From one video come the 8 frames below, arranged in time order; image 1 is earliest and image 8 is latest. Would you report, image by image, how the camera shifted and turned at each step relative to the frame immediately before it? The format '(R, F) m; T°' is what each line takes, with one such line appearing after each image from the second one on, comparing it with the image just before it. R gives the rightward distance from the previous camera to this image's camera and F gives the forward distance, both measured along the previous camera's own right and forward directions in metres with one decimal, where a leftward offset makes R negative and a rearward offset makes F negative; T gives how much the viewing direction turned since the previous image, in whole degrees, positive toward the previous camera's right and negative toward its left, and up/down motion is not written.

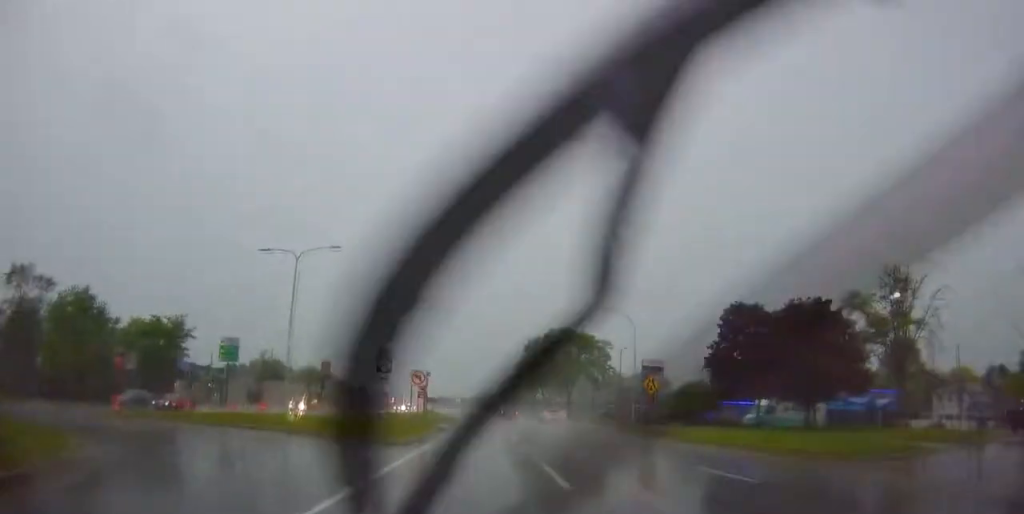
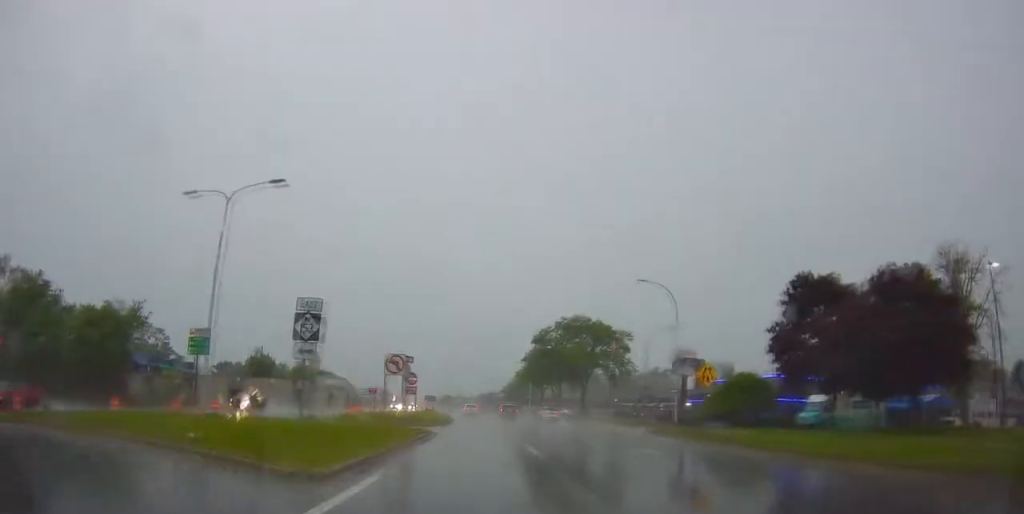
(+0.3, +9.9) m; +1°
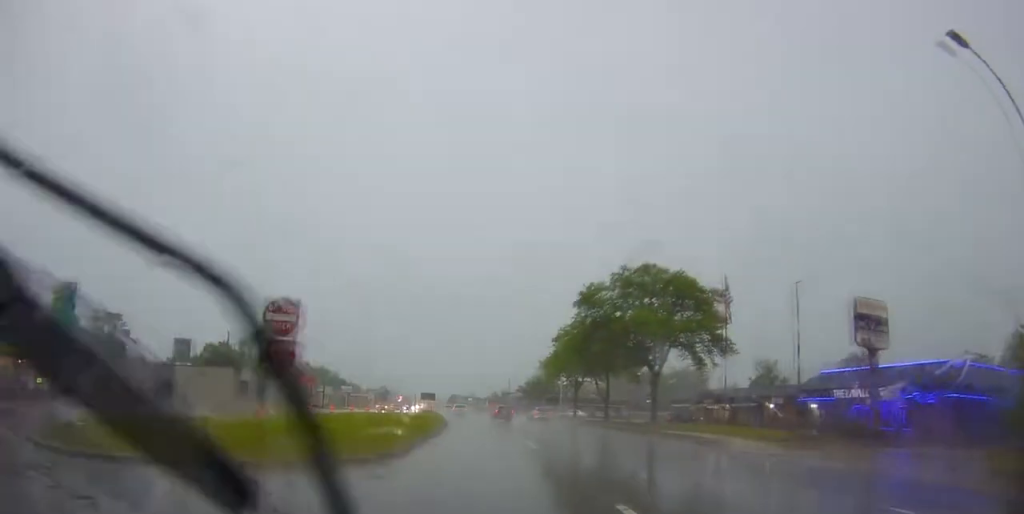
(+0.2, +28.0) m; 0°
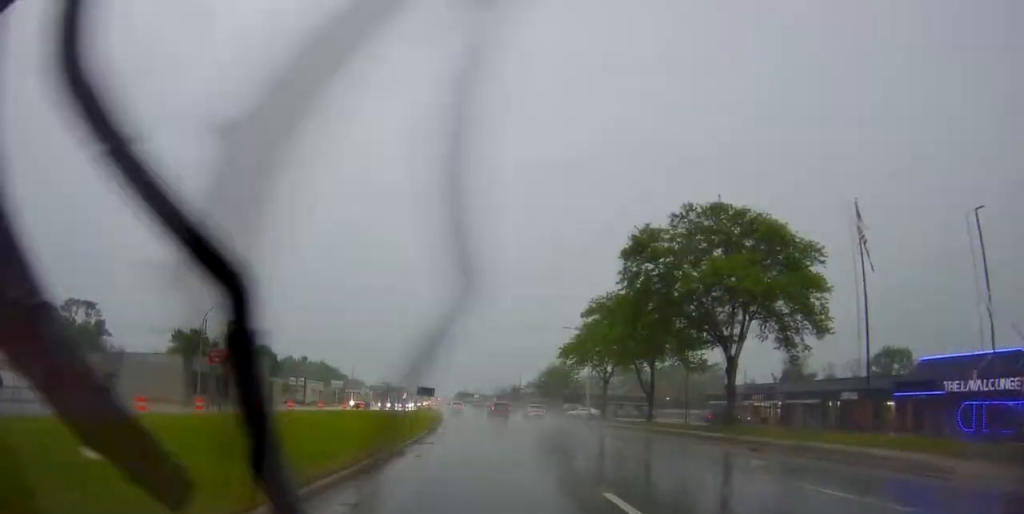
(0.0, +14.2) m; -1°
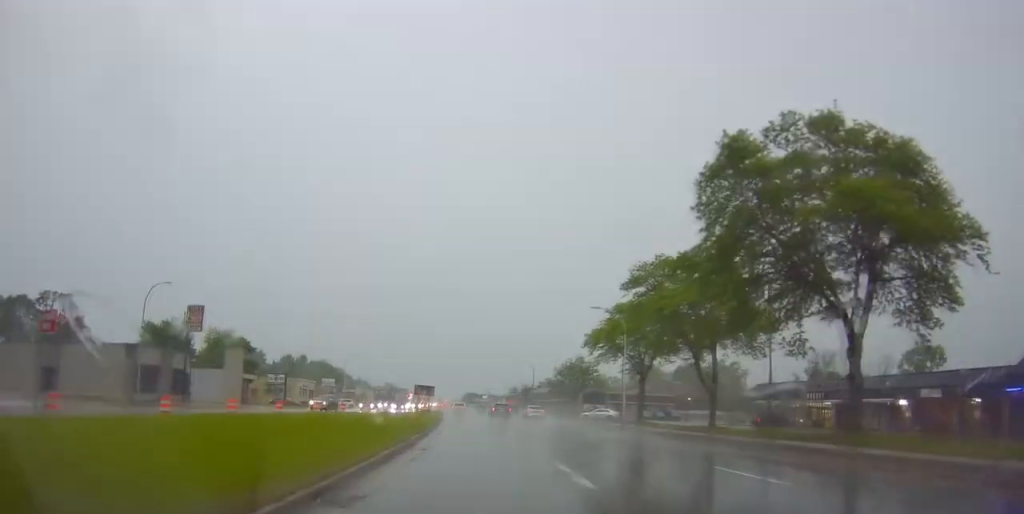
(+0.1, +11.8) m; -2°
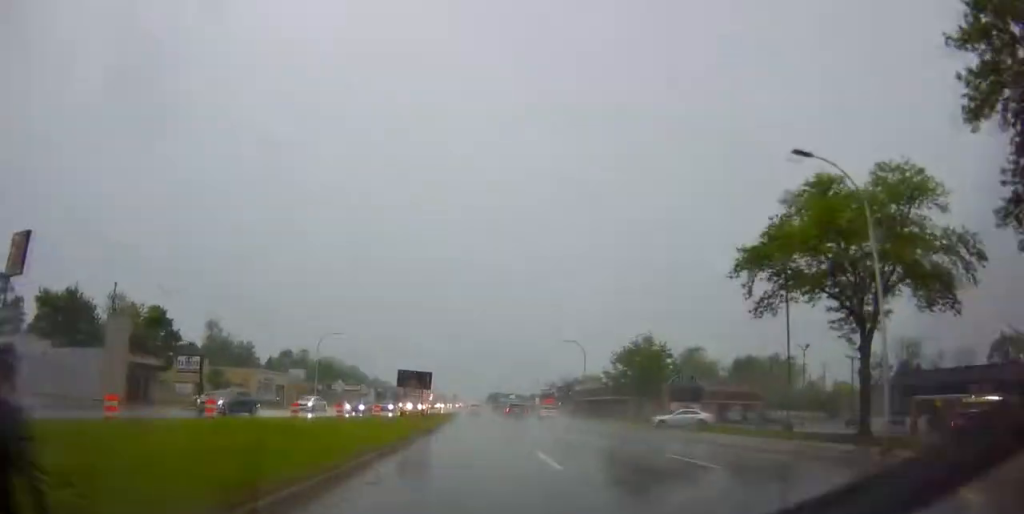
(-1.2, +28.8) m; -1°
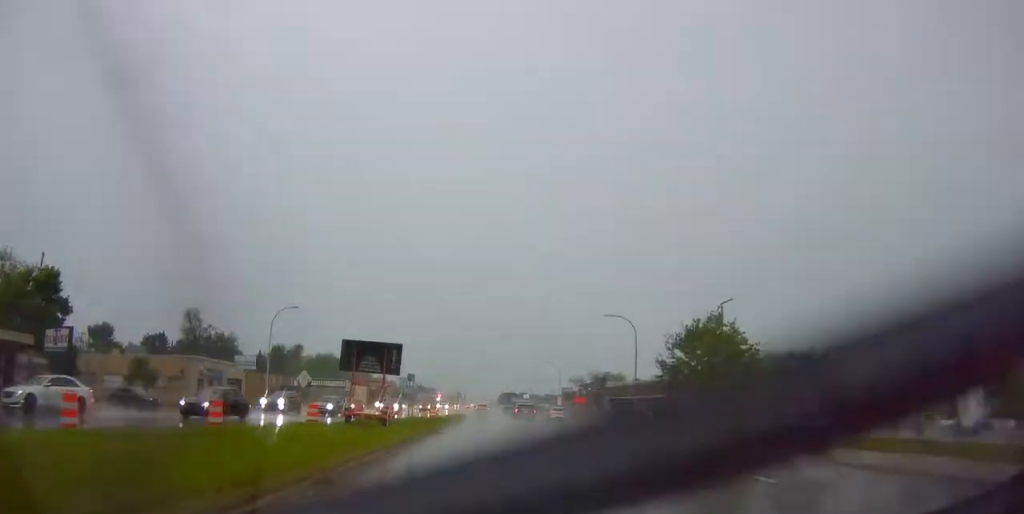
(+0.3, +18.7) m; 0°
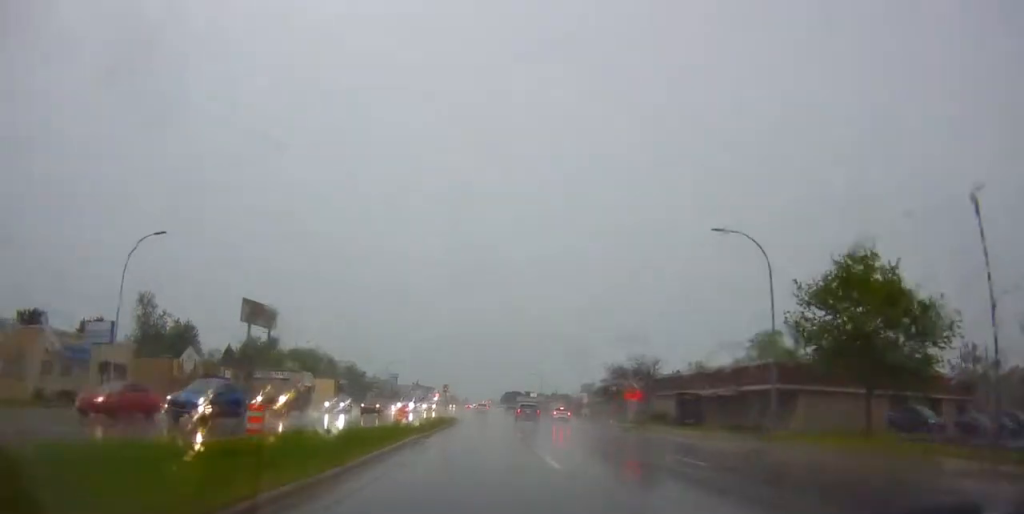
(-0.5, +23.4) m; -4°
